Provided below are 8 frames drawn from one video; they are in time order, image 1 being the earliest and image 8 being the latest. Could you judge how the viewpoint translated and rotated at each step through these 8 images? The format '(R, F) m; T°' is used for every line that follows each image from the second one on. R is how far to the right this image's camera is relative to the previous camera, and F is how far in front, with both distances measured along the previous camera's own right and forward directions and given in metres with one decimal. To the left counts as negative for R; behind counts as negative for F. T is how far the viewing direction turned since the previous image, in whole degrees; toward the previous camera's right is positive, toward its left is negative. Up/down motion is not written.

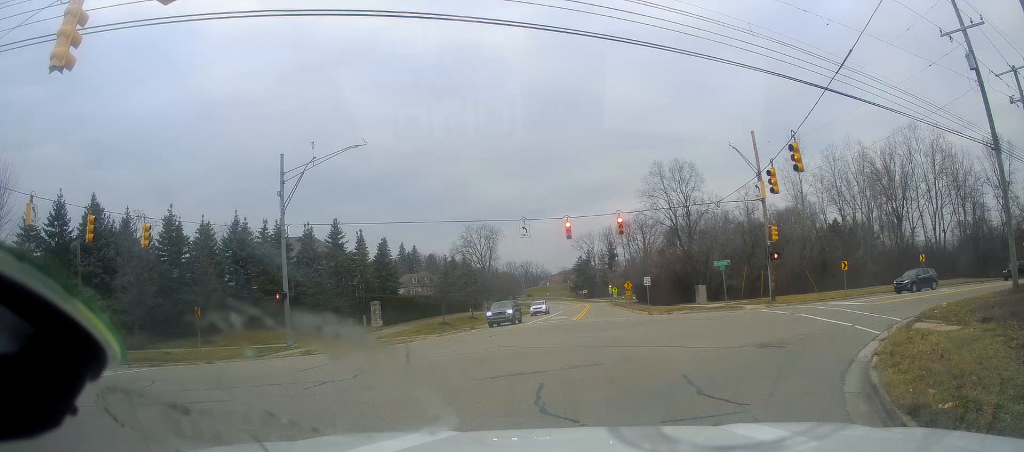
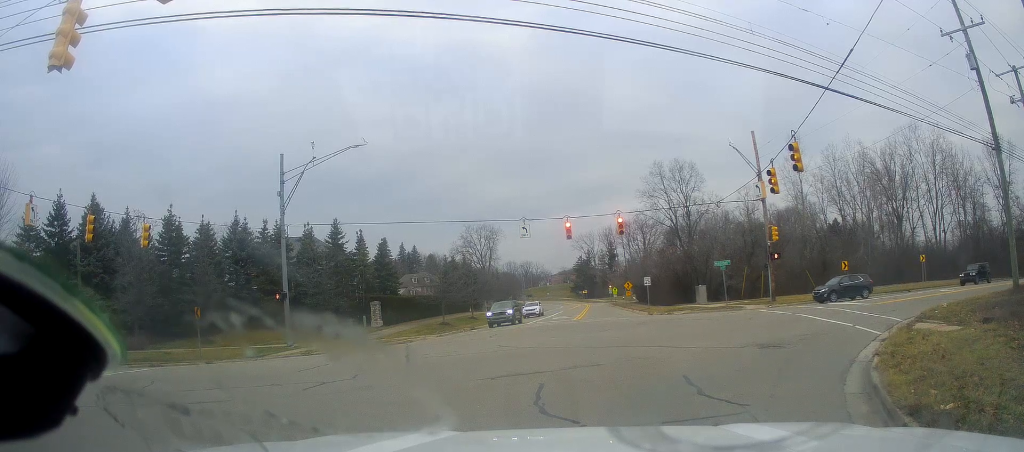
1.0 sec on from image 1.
(0.0, +0.2) m; 0°
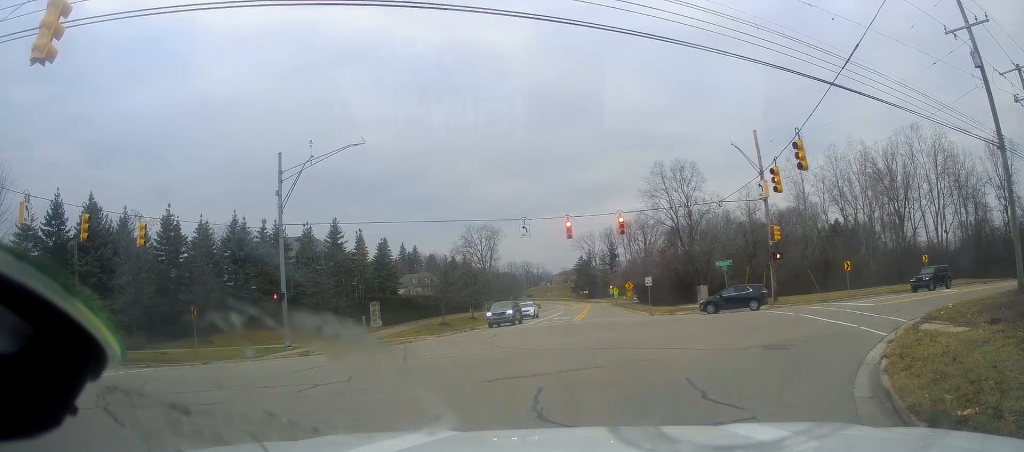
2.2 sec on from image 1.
(+0.1, +0.3) m; 0°
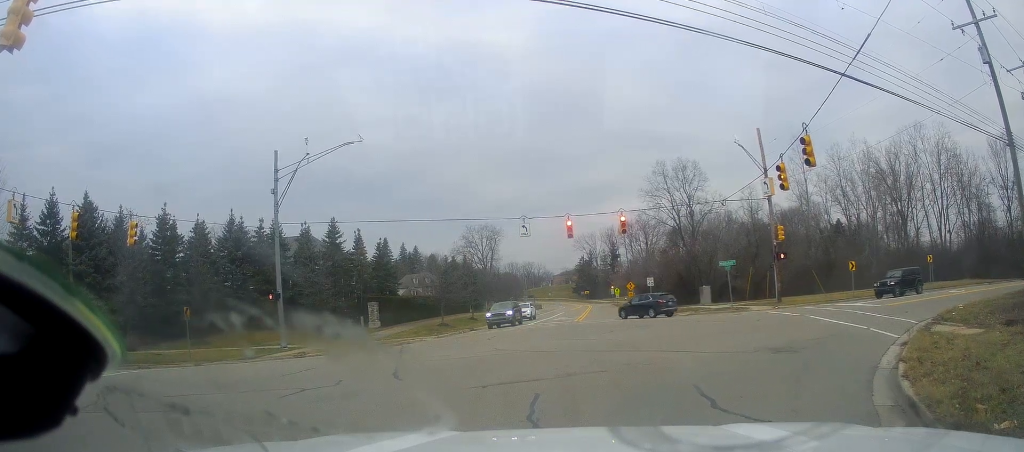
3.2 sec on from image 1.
(+0.1, +0.2) m; 0°
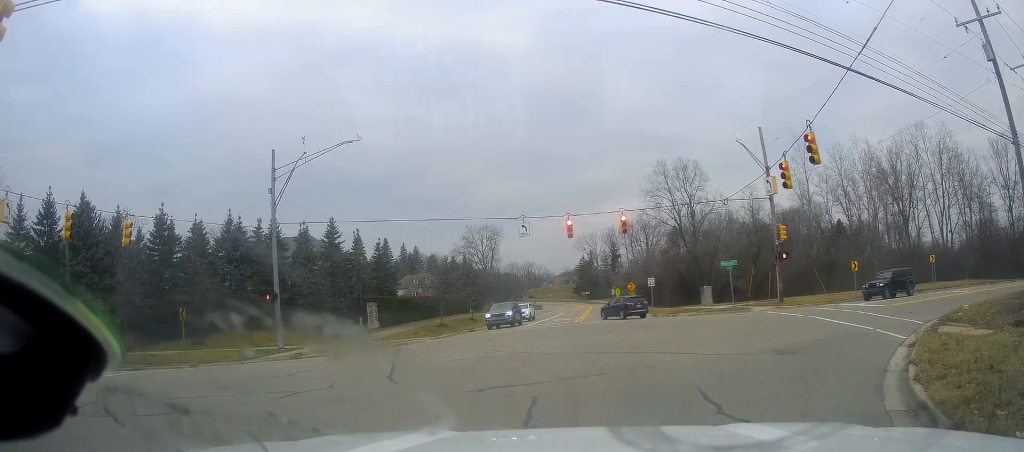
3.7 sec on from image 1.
(0.0, 0.0) m; 0°
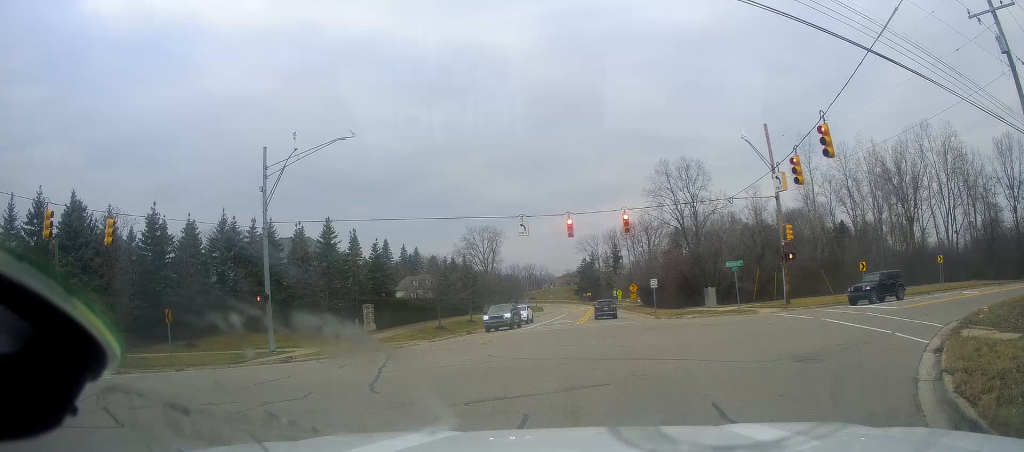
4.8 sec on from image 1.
(+0.1, +0.8) m; 0°
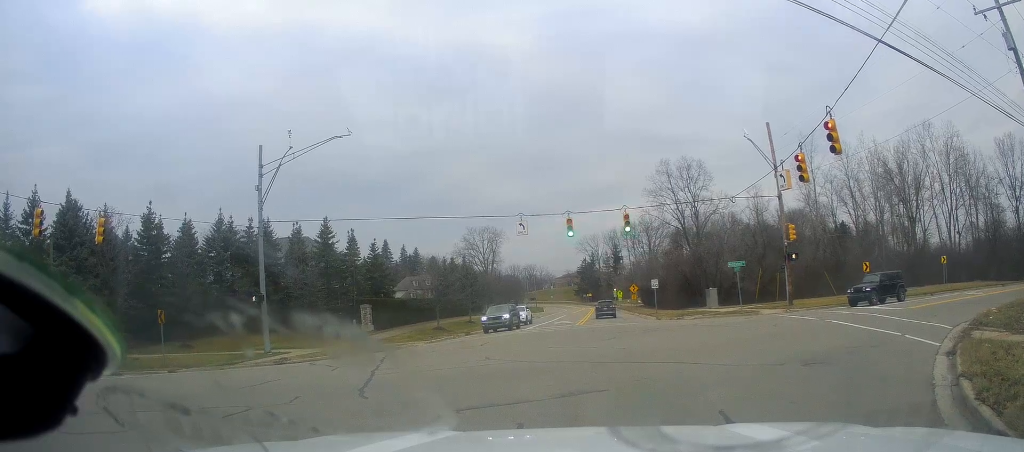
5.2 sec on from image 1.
(0.0, +0.4) m; 0°
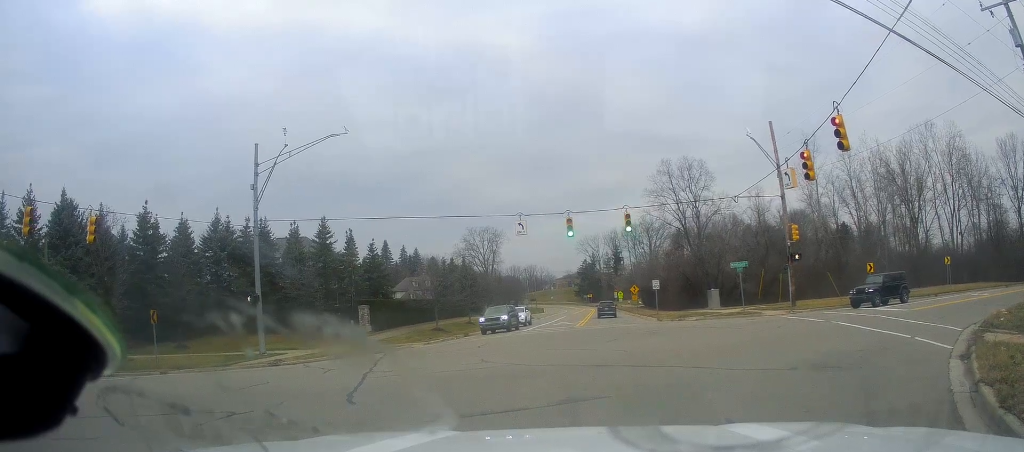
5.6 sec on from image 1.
(0.0, +0.5) m; +1°
